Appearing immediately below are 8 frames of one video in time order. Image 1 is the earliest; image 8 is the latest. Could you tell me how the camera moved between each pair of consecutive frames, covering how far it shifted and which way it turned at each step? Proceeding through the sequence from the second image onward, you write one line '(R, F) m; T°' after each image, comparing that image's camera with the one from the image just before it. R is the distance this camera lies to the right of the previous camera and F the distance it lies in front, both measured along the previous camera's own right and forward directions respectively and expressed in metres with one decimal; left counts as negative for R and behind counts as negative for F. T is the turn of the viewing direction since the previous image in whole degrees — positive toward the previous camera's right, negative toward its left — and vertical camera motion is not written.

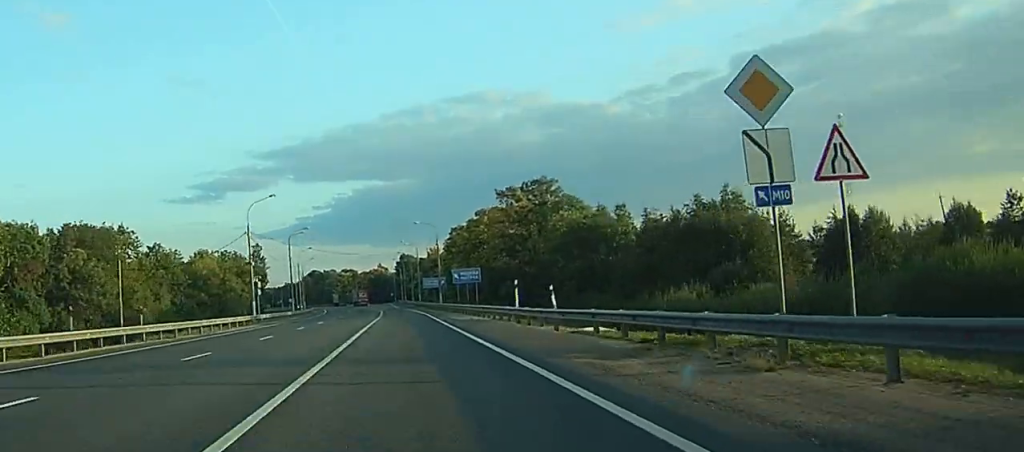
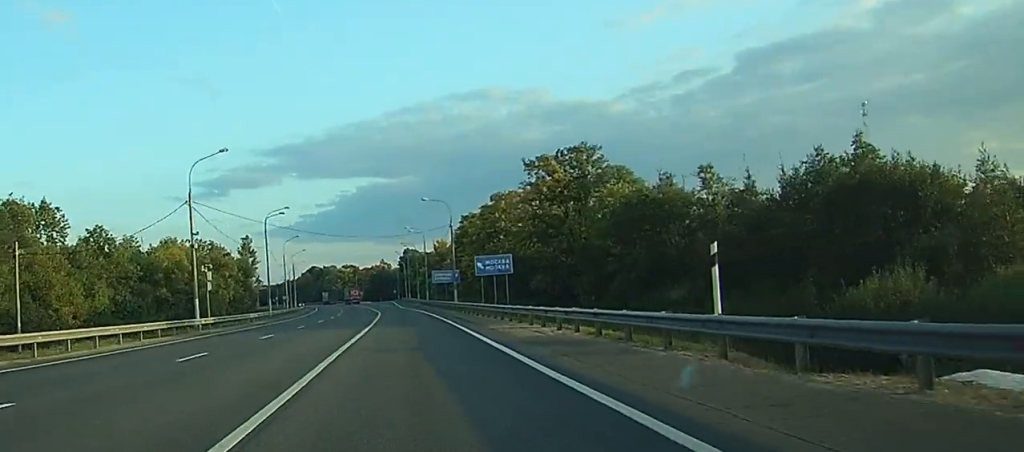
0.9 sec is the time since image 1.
(0.0, +19.3) m; 0°
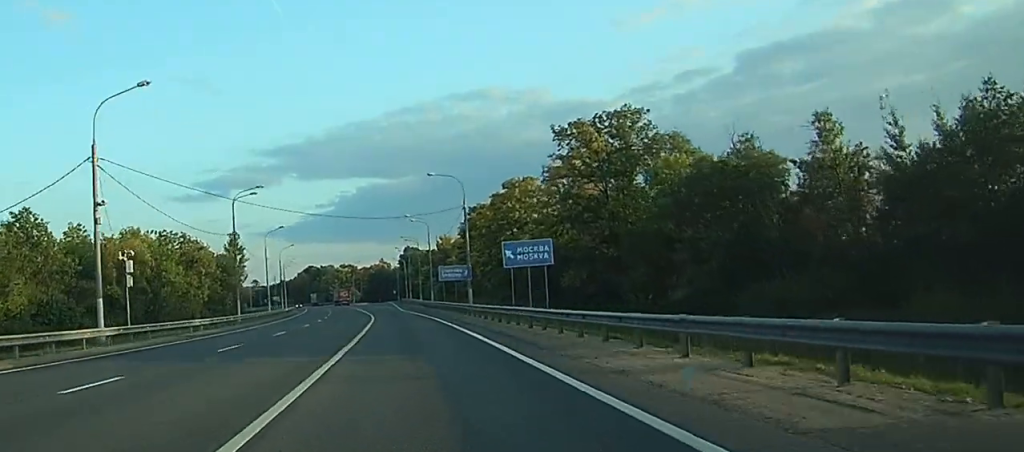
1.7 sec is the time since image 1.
(0.0, +14.3) m; 0°
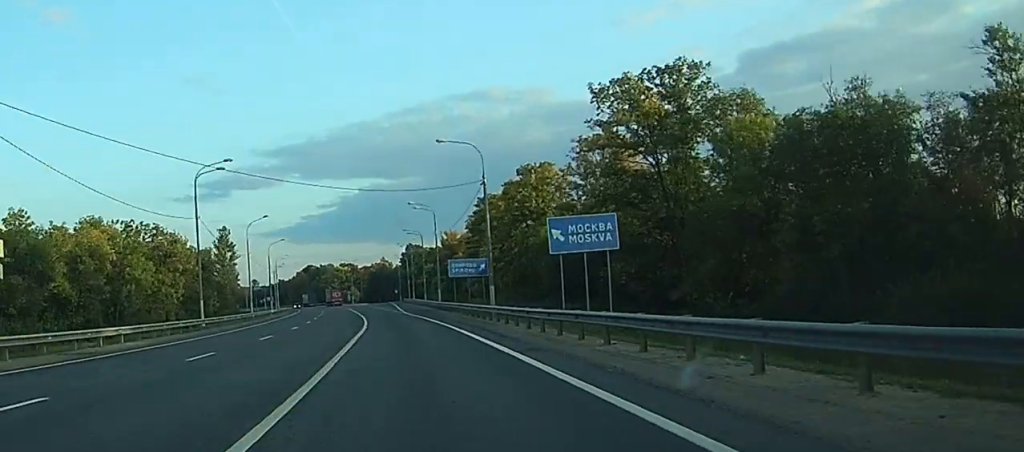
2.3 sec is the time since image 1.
(0.0, +12.1) m; 0°
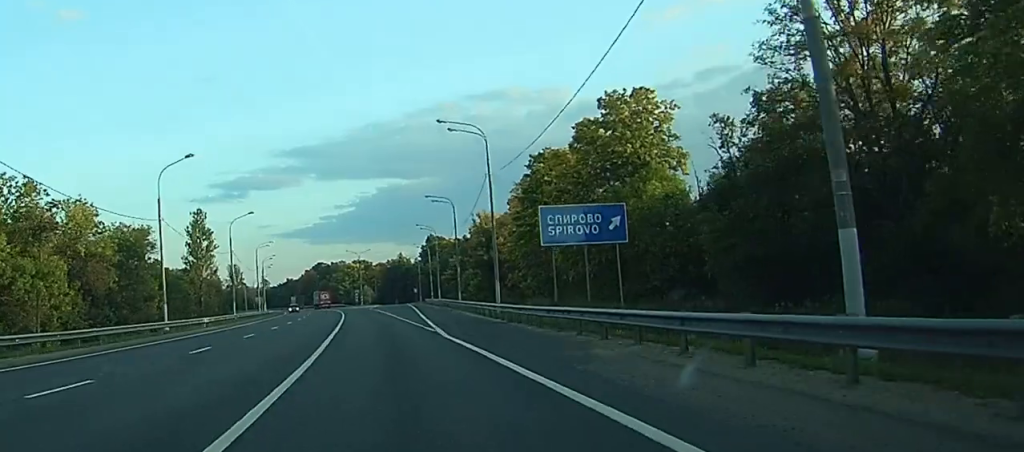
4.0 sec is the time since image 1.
(-0.9, +44.8) m; -2°
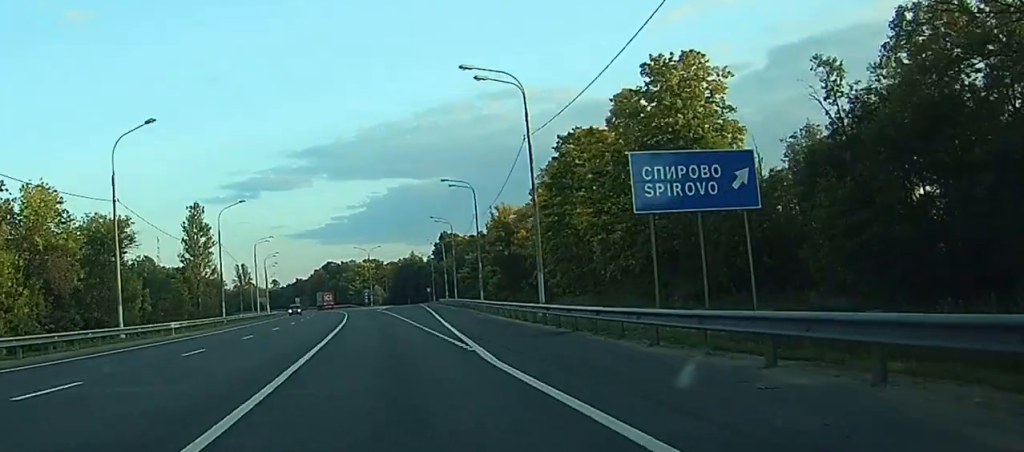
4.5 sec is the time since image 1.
(-0.1, +14.1) m; 0°
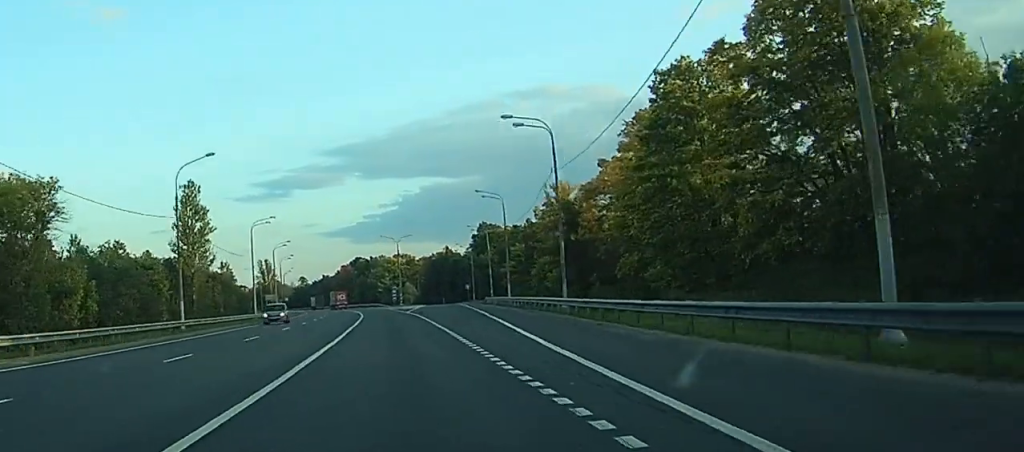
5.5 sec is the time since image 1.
(0.0, +34.2) m; 0°
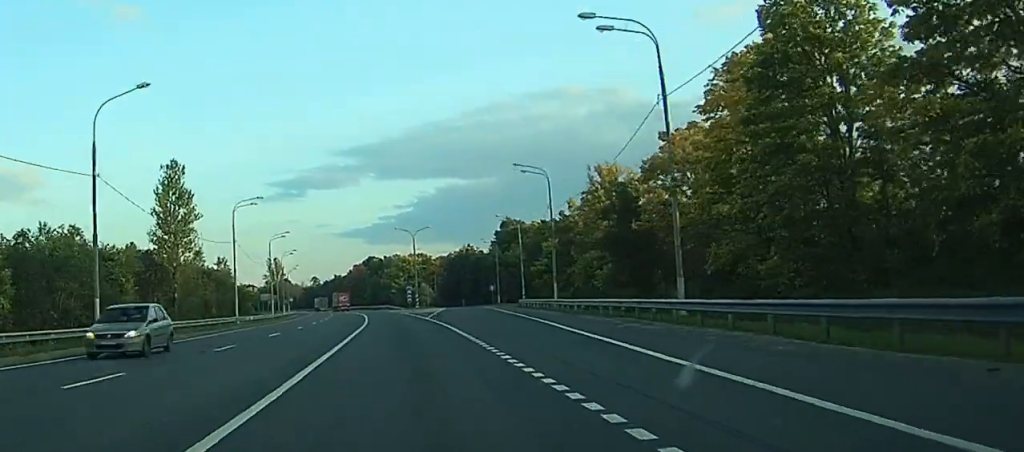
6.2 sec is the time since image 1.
(0.0, +25.0) m; -1°
